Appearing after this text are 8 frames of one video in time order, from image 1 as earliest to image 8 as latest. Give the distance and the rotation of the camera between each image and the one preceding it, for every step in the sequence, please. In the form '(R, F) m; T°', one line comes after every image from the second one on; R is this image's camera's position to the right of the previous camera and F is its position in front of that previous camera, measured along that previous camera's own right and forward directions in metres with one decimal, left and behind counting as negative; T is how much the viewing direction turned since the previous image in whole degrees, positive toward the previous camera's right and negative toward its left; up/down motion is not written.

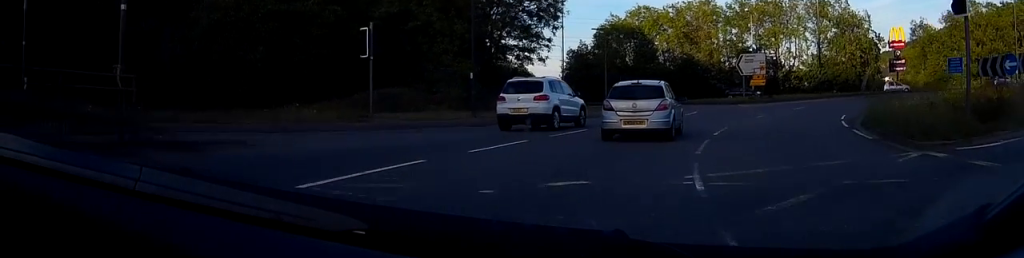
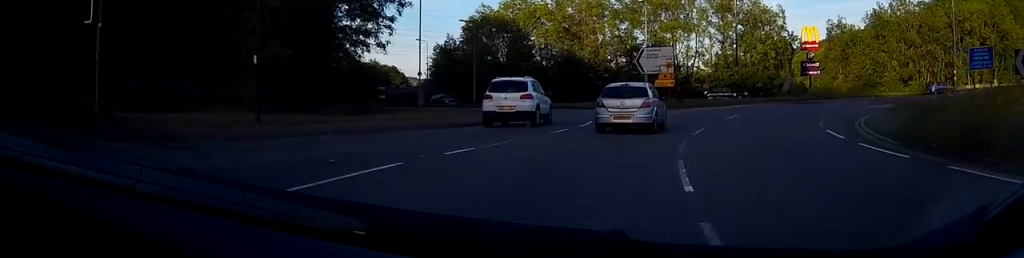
(+1.5, +11.7) m; +12°
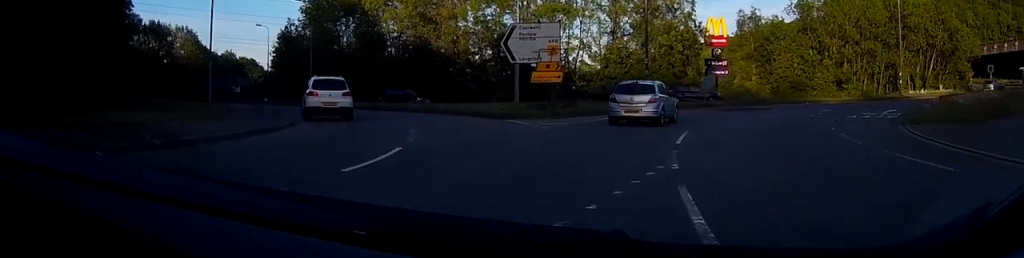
(+1.2, +16.2) m; +7°
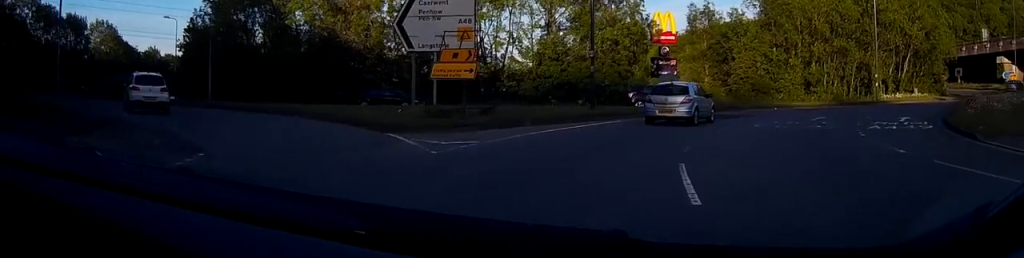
(+0.2, +9.3) m; +3°
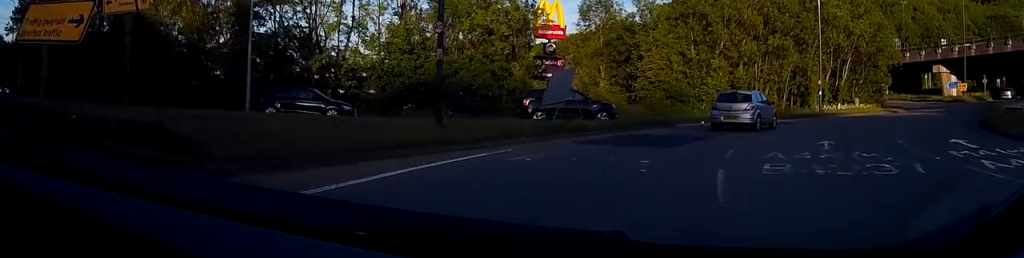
(+1.0, +13.6) m; +10°
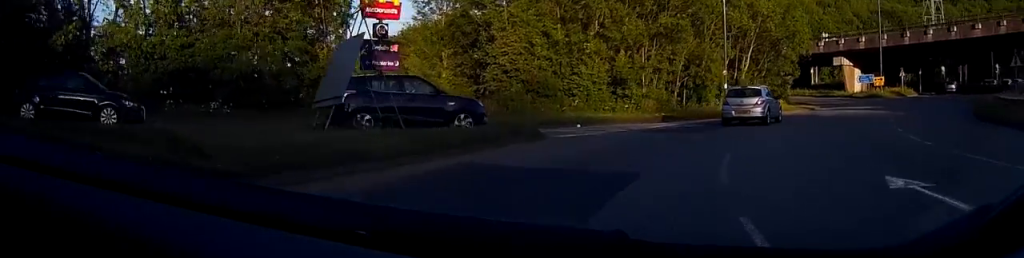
(+1.0, +11.4) m; +9°
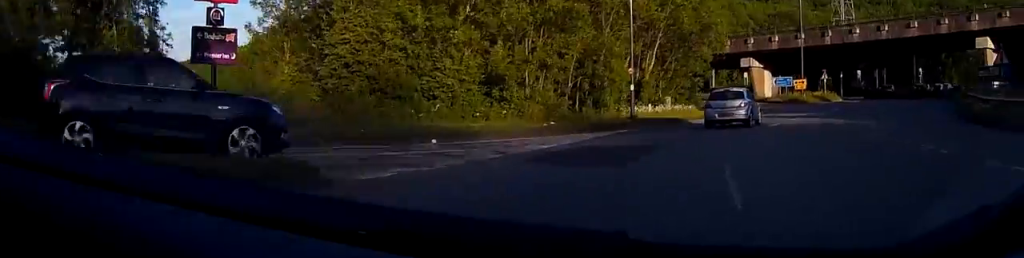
(+0.4, +8.9) m; +7°
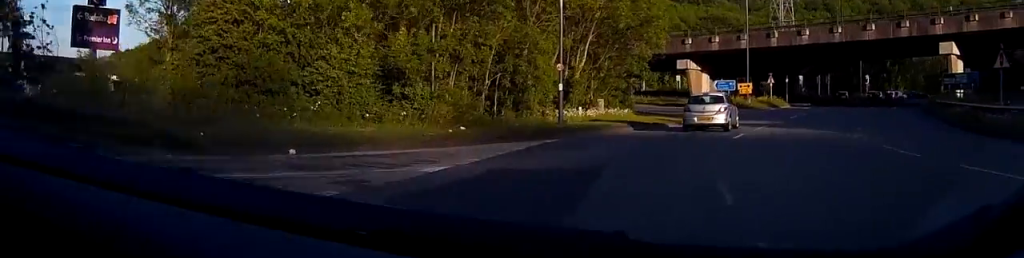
(+0.3, +5.8) m; +5°
